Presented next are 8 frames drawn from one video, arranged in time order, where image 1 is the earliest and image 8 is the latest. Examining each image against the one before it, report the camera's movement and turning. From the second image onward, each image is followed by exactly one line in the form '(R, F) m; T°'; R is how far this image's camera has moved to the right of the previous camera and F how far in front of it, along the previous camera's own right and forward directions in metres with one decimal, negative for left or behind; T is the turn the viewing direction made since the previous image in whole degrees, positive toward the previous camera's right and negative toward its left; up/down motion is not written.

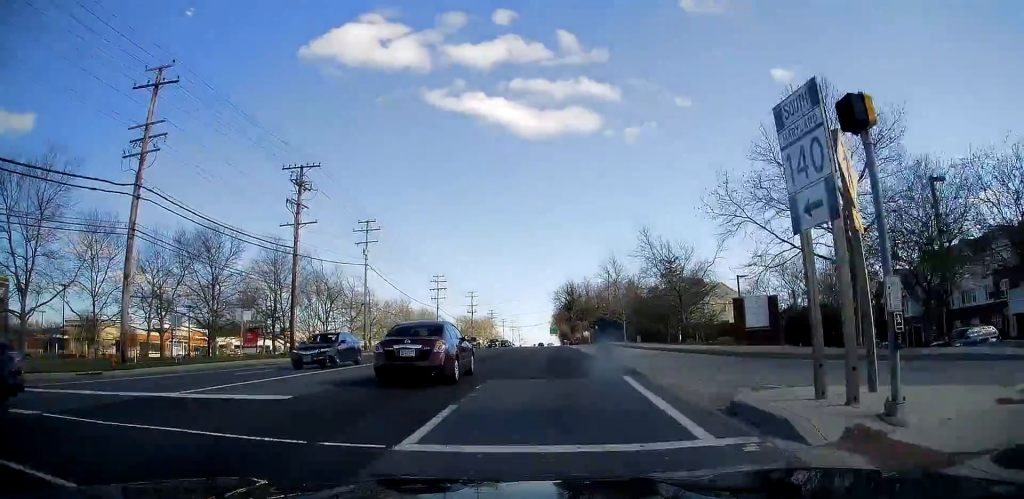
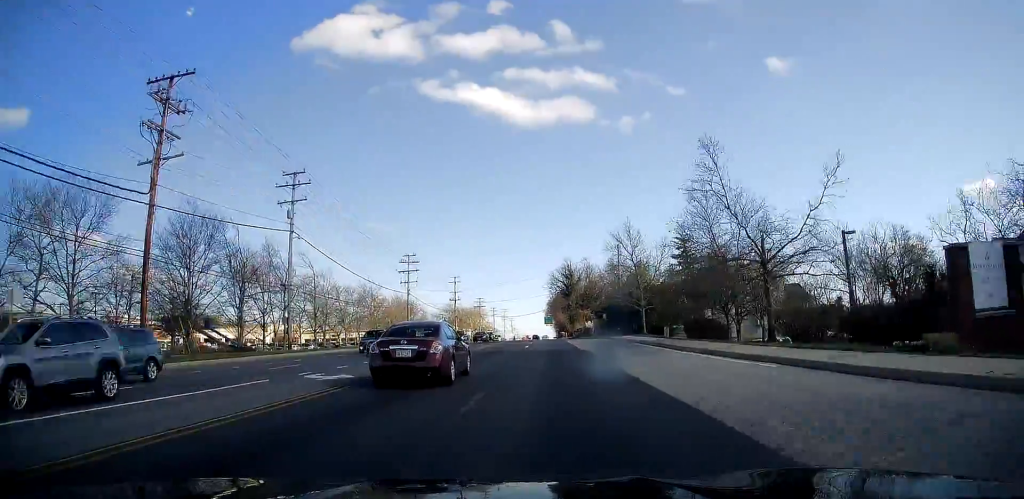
(+0.2, +21.5) m; 0°
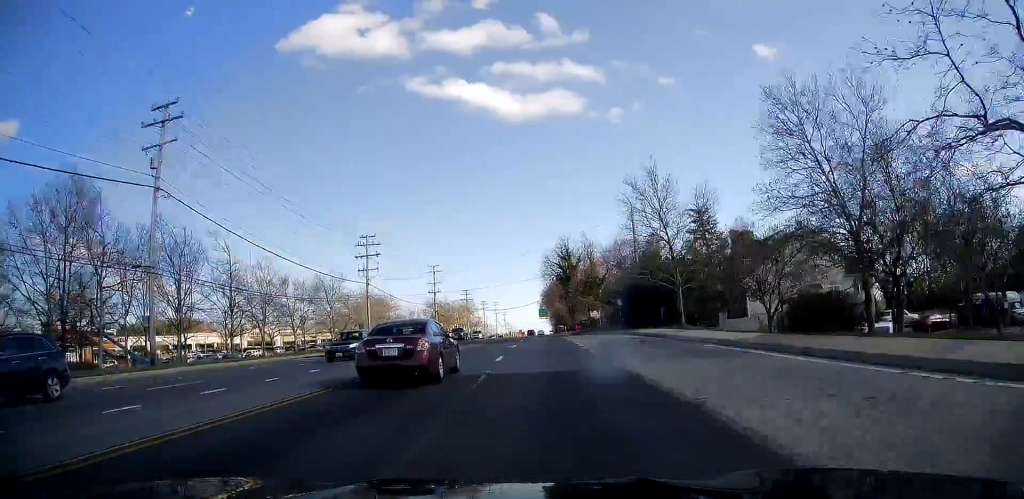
(-0.1, +20.0) m; -1°
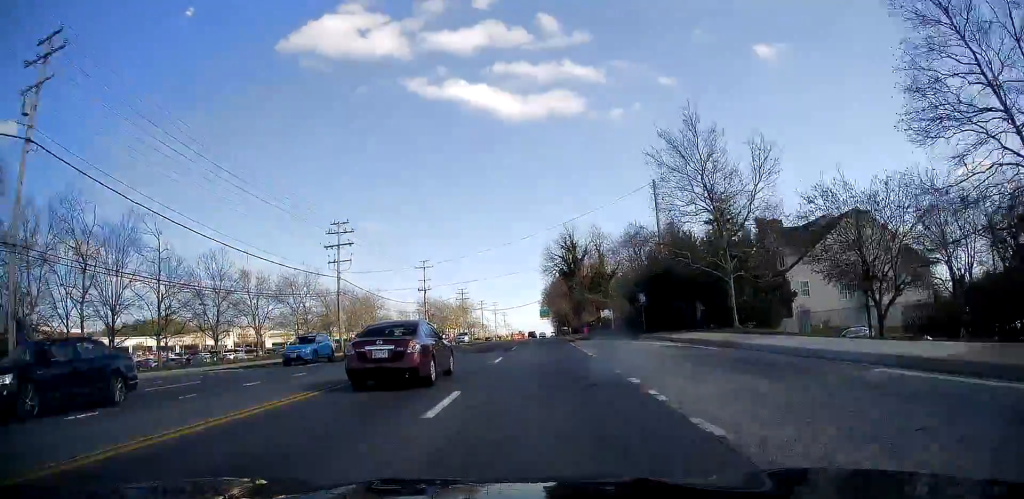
(-0.2, +12.0) m; 0°
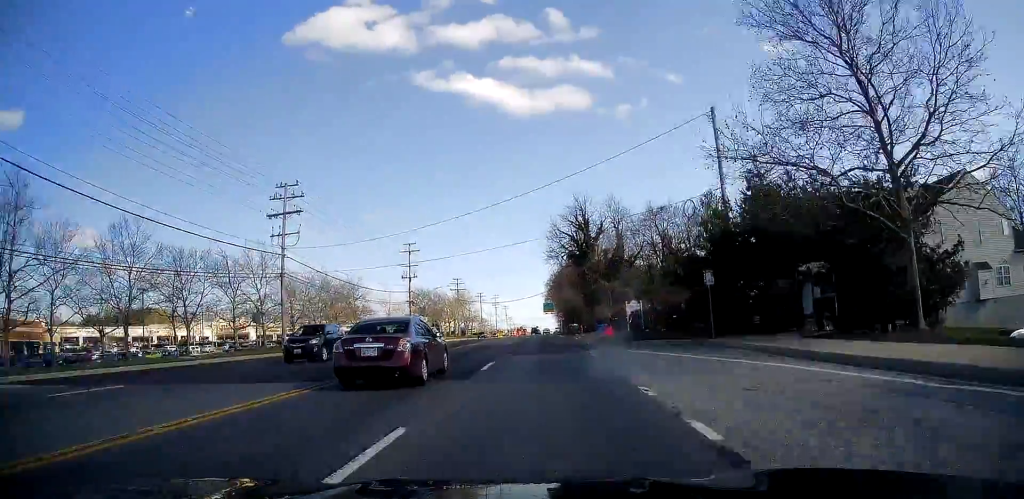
(+0.2, +16.7) m; 0°
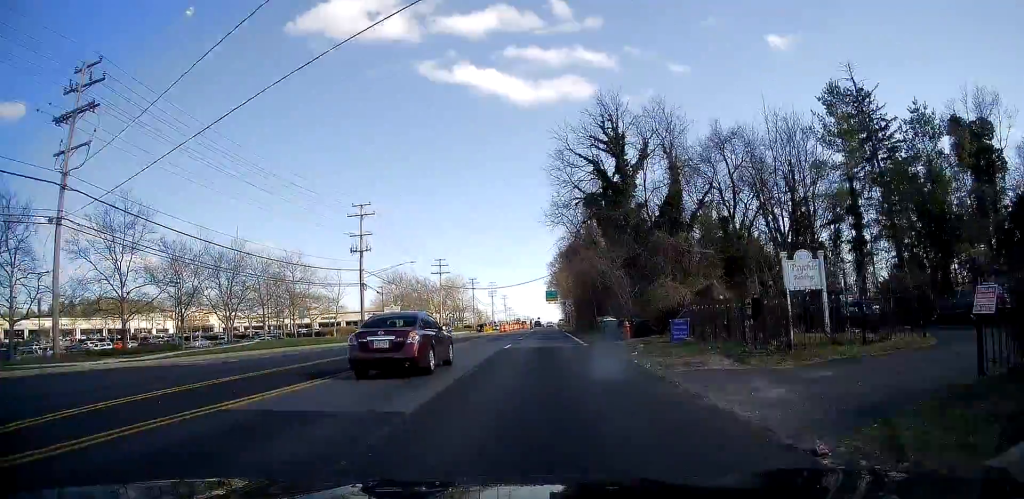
(0.0, +30.2) m; 0°
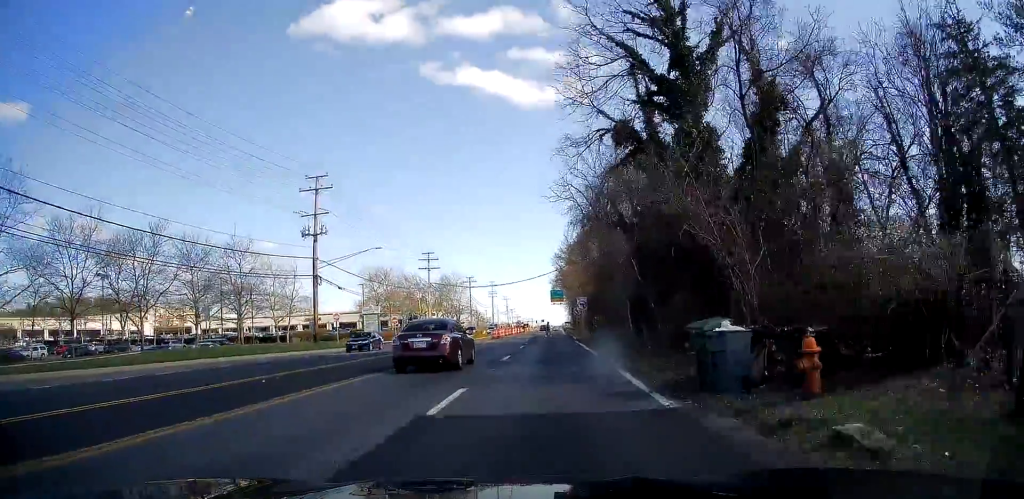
(0.0, +17.8) m; 0°
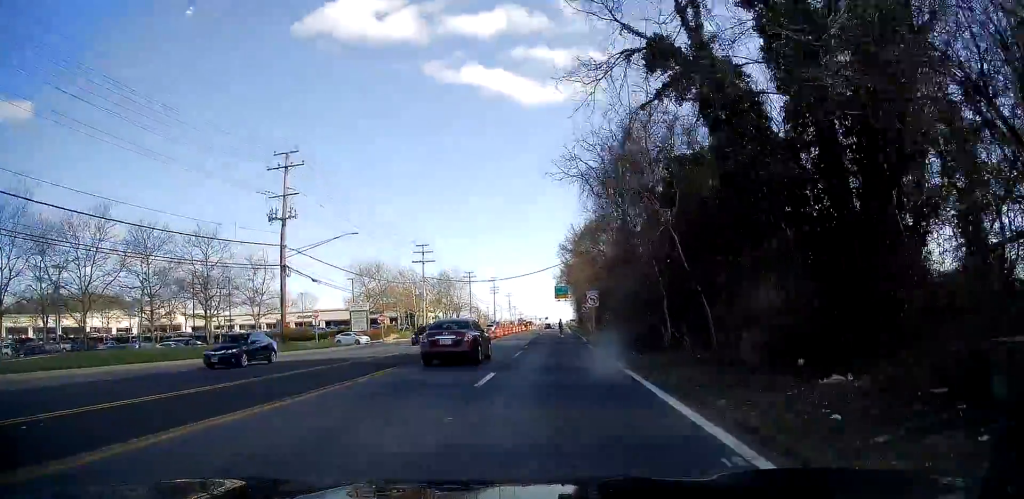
(+0.3, +8.8) m; -1°
